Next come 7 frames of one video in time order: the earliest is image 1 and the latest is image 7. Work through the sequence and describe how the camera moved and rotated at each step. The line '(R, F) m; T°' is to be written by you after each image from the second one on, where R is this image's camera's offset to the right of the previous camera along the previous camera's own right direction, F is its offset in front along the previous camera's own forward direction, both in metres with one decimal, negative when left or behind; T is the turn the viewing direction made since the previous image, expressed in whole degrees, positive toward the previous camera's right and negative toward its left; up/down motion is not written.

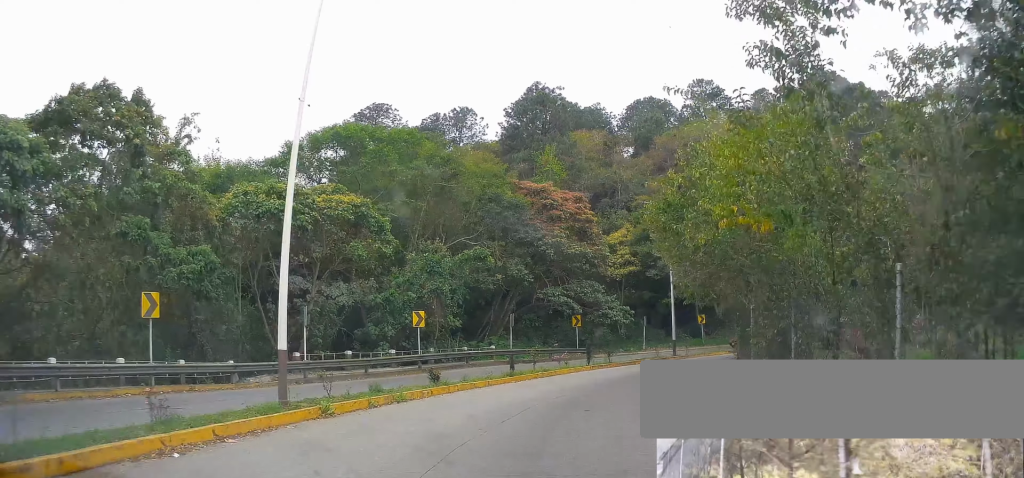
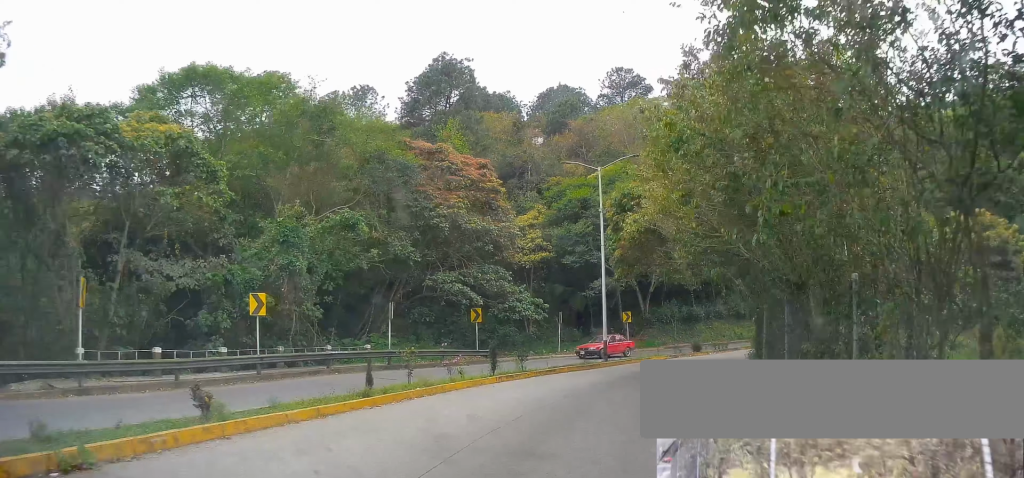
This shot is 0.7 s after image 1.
(0.0, +9.1) m; 0°
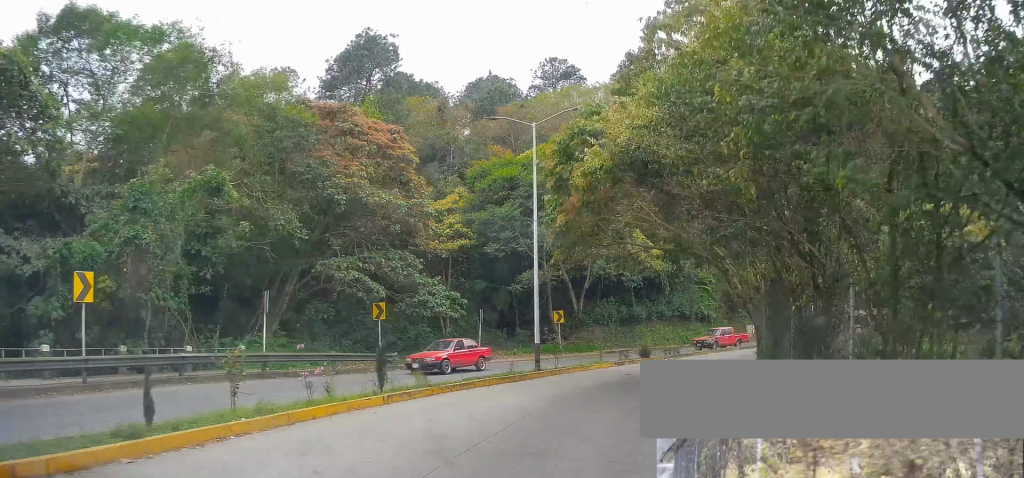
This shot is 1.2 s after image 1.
(0.0, +6.5) m; 0°
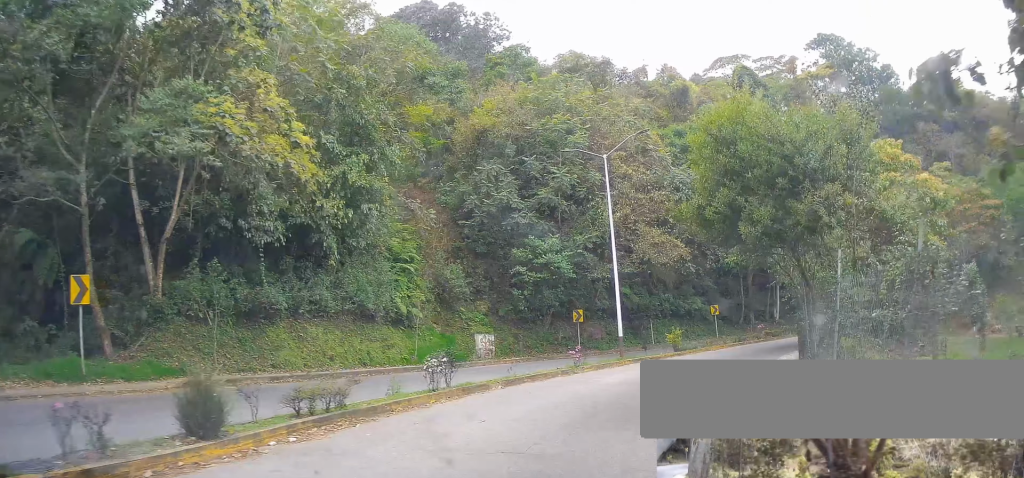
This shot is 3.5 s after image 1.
(+7.8, +21.3) m; +50°
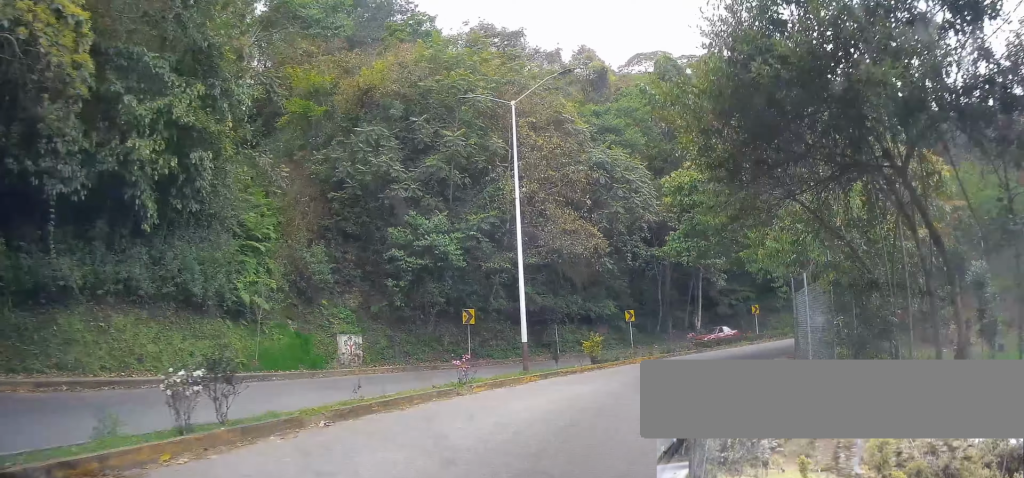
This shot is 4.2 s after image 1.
(+0.2, +6.3) m; +1°
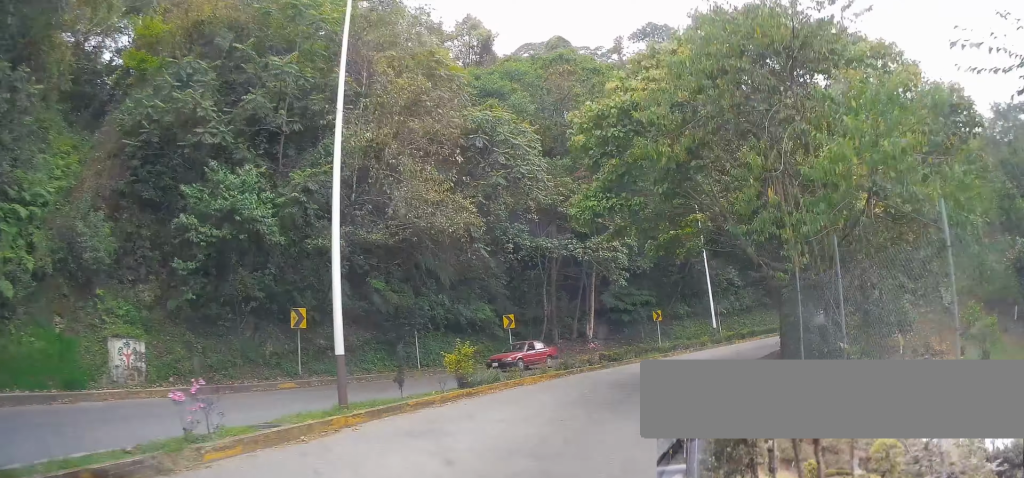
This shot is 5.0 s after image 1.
(+0.1, +7.4) m; +1°
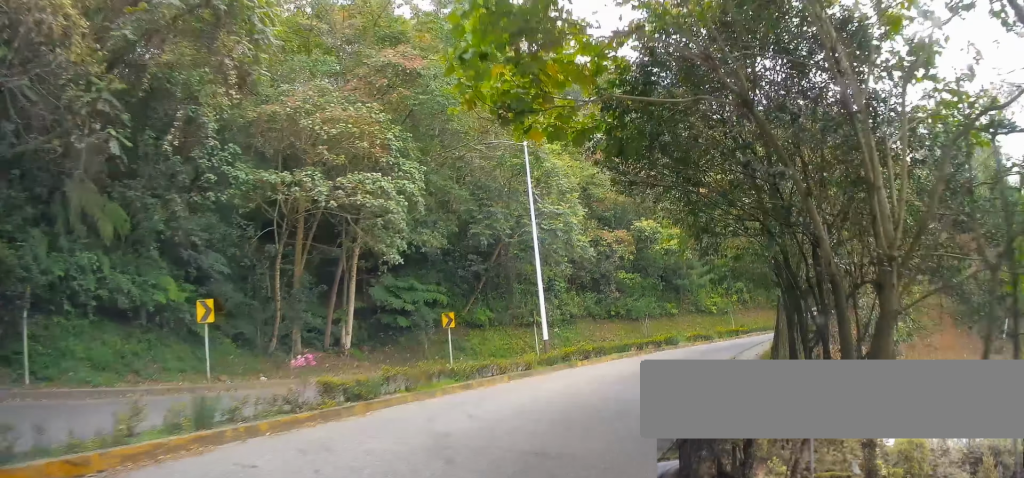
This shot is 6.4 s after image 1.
(+0.1, +13.6) m; +19°
